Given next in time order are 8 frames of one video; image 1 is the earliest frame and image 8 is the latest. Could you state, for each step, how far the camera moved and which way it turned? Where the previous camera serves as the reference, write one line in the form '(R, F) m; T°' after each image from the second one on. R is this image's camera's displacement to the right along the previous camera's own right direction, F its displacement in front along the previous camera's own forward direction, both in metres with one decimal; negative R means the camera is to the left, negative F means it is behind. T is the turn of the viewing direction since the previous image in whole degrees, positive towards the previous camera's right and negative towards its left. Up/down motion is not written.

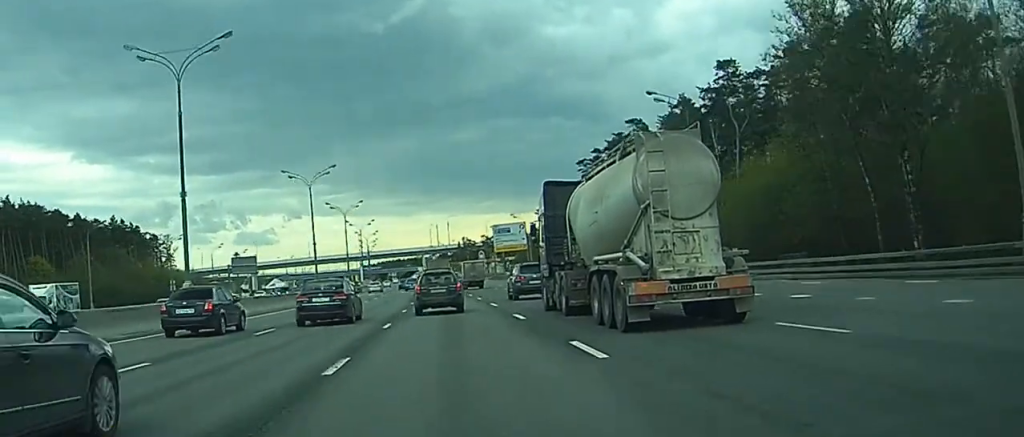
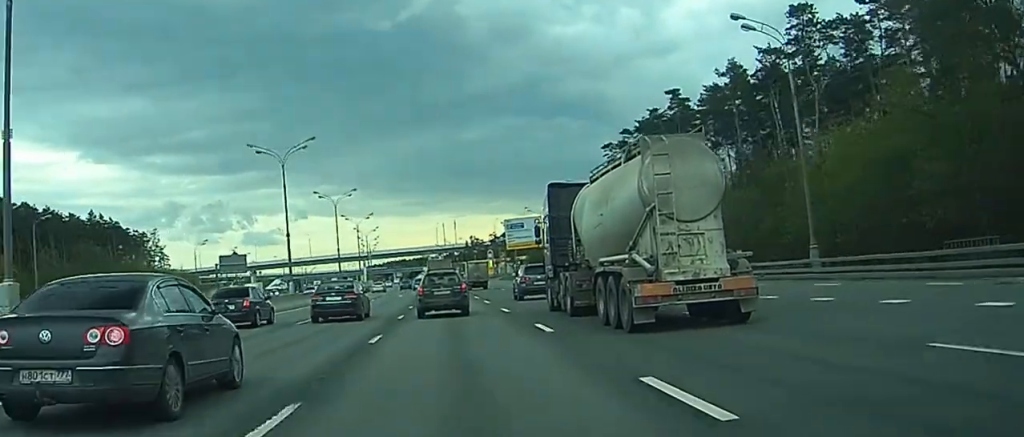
(+0.1, +15.9) m; 0°
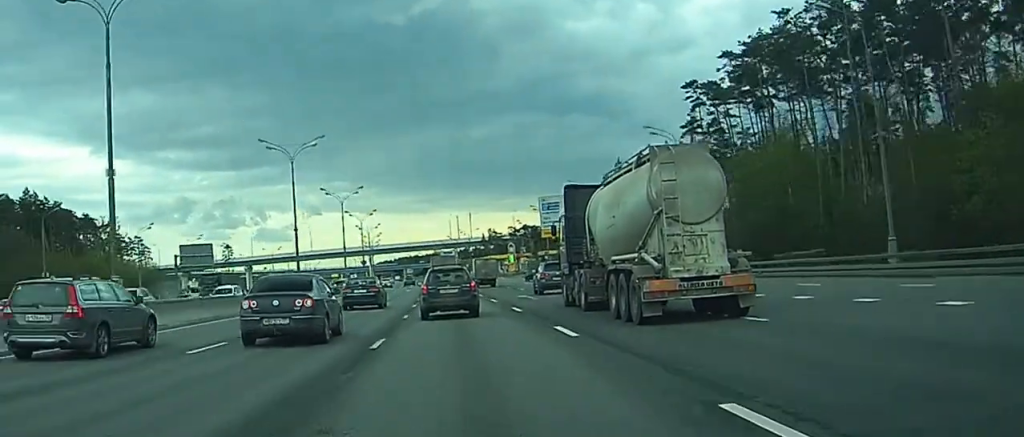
(+0.2, +40.8) m; 0°
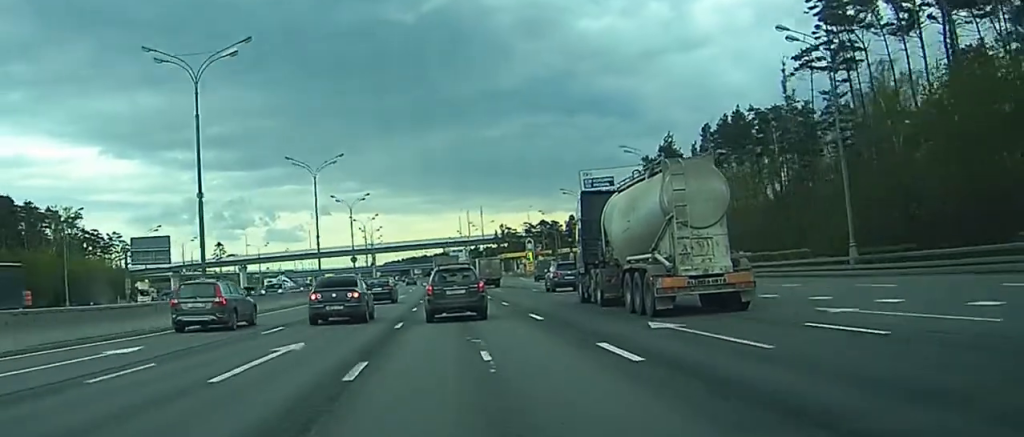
(-0.6, +29.6) m; -2°
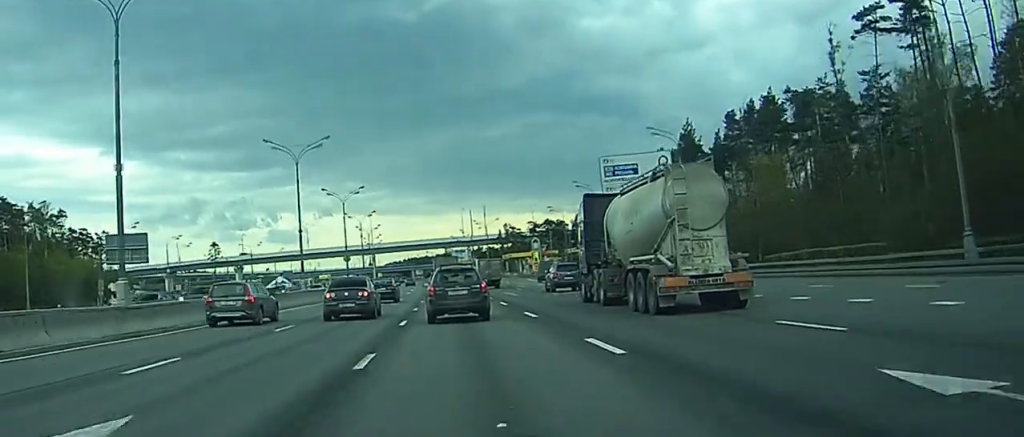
(-0.1, +11.1) m; 0°
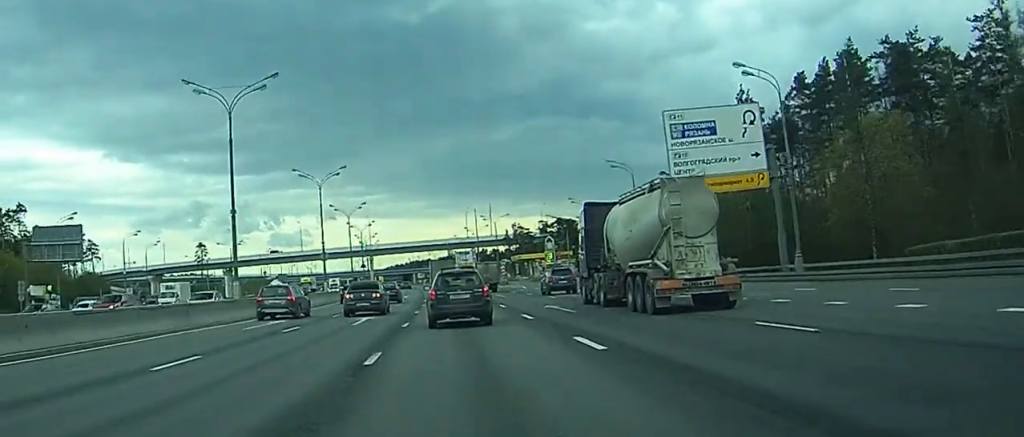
(+0.3, +26.2) m; 0°
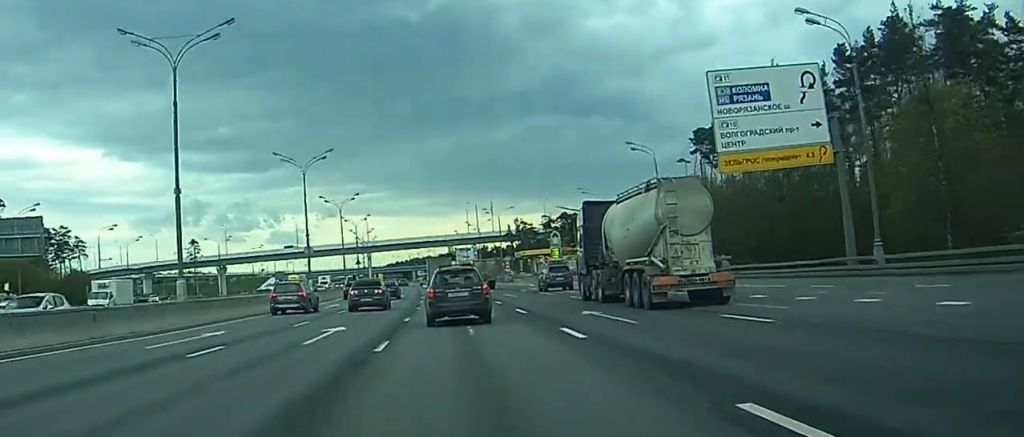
(-0.1, +11.1) m; 0°
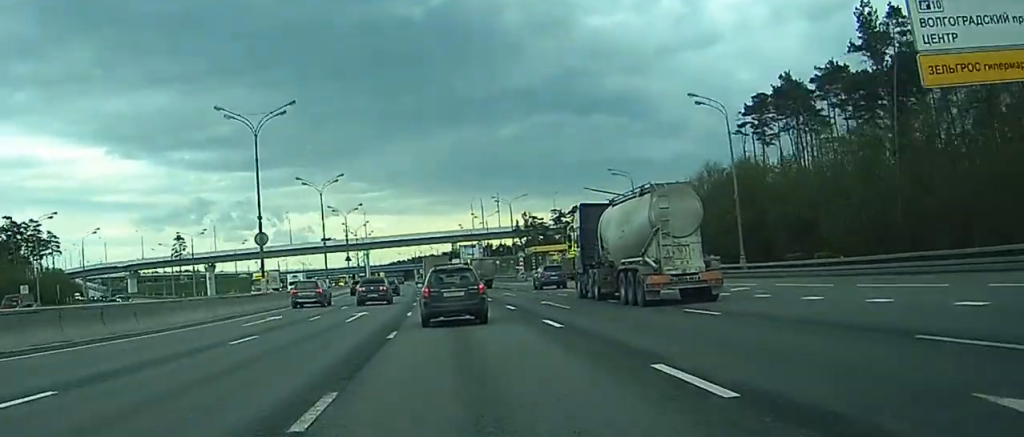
(-0.1, +22.7) m; -1°
